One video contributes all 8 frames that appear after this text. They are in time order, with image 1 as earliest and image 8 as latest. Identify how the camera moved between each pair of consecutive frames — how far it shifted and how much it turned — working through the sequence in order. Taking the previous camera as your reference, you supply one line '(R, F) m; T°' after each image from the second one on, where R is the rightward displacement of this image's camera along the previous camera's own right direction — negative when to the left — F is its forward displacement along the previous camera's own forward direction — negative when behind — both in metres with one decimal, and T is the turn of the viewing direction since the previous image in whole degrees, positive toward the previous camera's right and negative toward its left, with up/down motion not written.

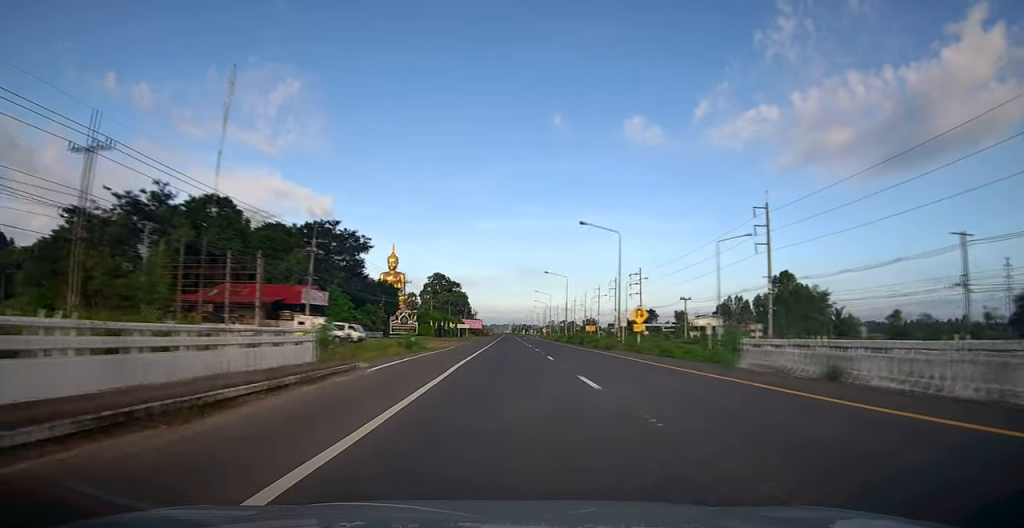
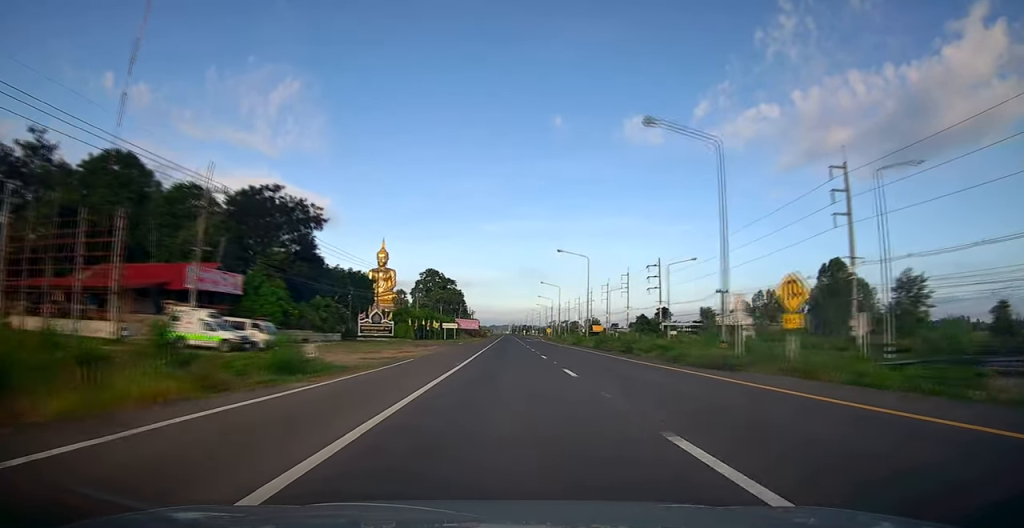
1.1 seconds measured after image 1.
(+0.2, +20.5) m; 0°
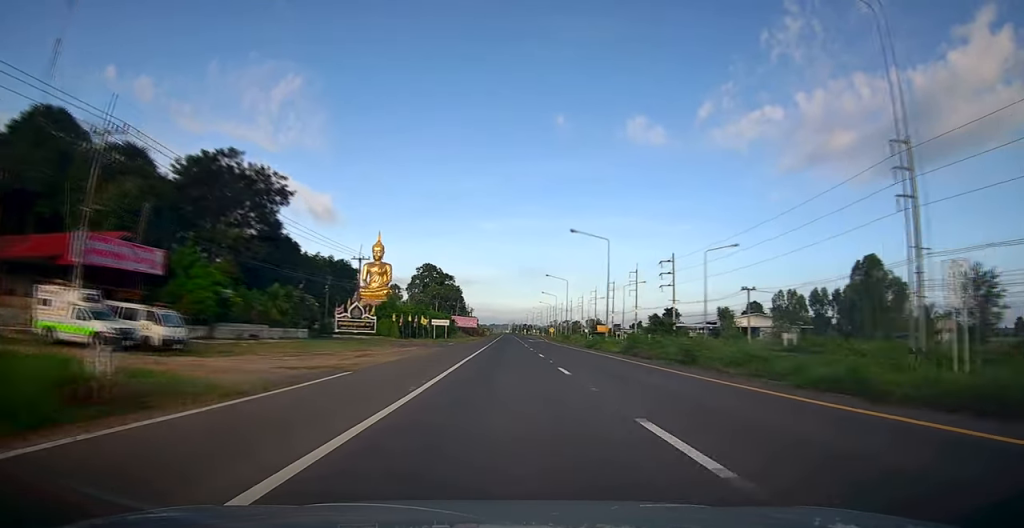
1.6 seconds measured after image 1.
(0.0, +10.6) m; 0°
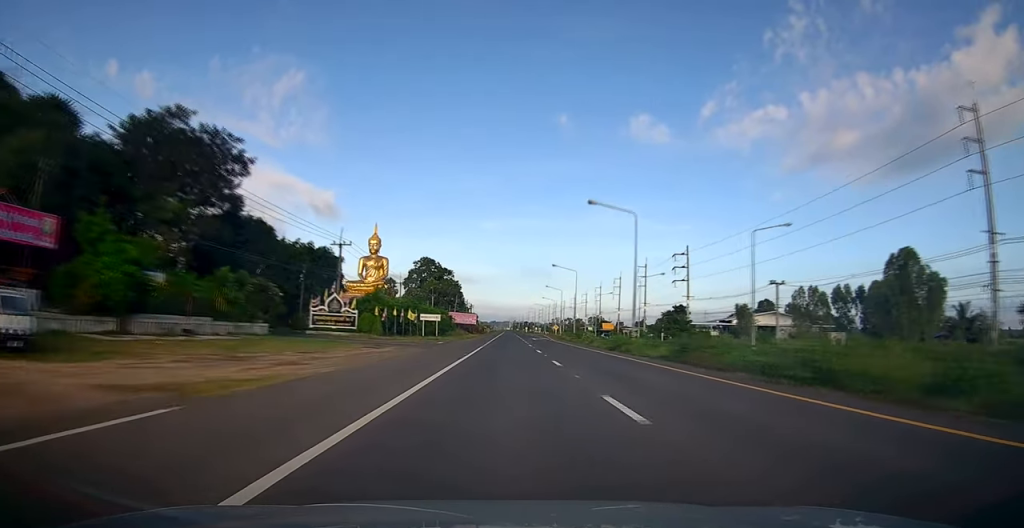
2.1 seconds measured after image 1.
(-0.1, +9.1) m; 0°
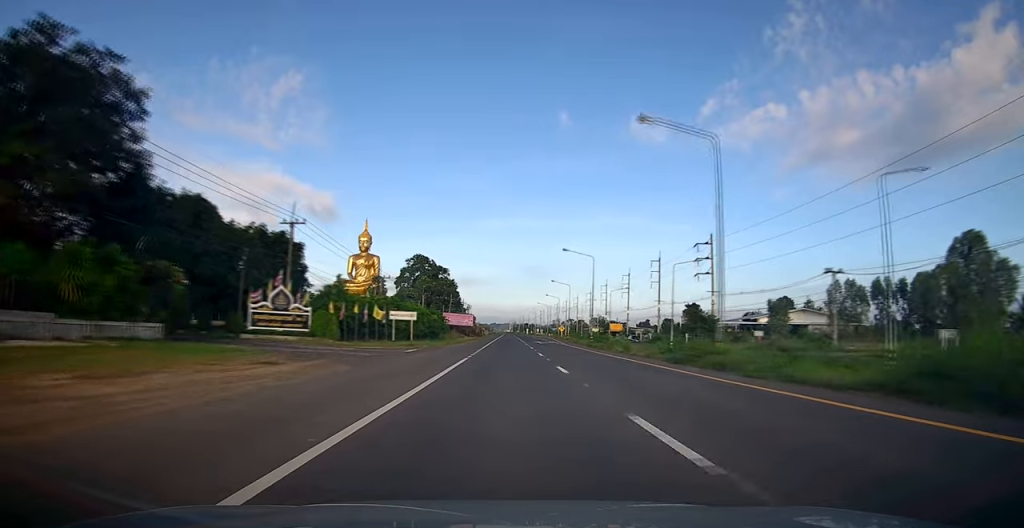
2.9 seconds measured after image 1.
(0.0, +14.4) m; 0°
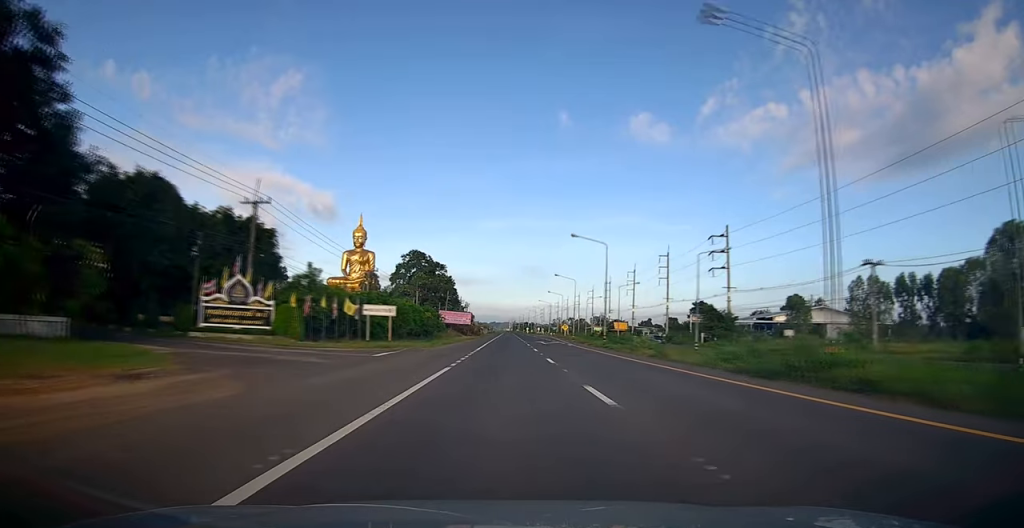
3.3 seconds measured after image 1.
(+0.1, +7.6) m; 0°
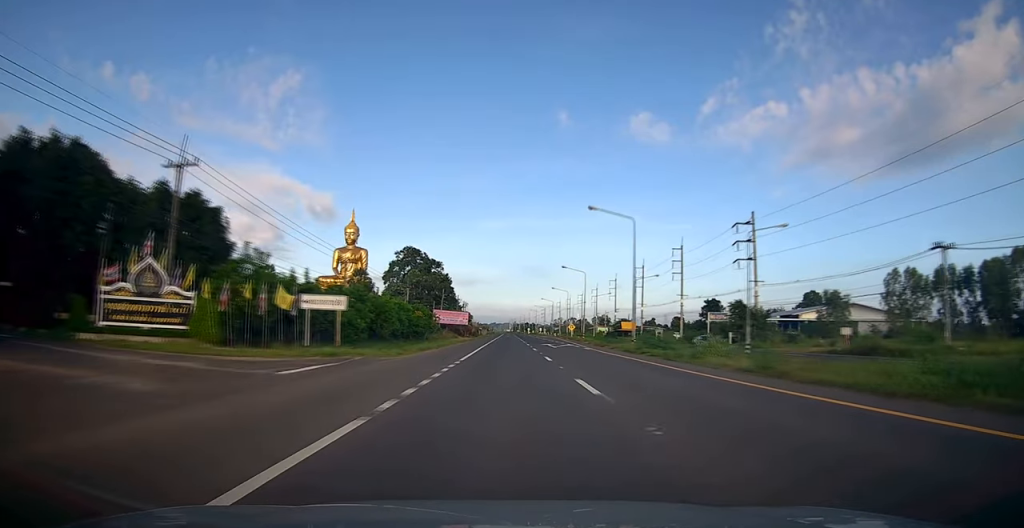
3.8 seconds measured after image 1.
(-0.1, +10.7) m; 0°
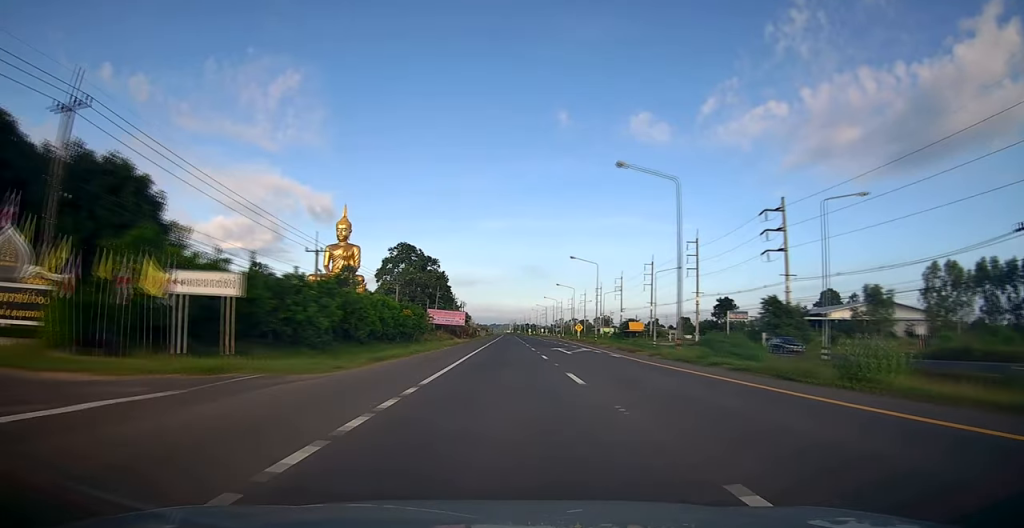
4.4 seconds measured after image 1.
(-0.2, +10.0) m; 0°
